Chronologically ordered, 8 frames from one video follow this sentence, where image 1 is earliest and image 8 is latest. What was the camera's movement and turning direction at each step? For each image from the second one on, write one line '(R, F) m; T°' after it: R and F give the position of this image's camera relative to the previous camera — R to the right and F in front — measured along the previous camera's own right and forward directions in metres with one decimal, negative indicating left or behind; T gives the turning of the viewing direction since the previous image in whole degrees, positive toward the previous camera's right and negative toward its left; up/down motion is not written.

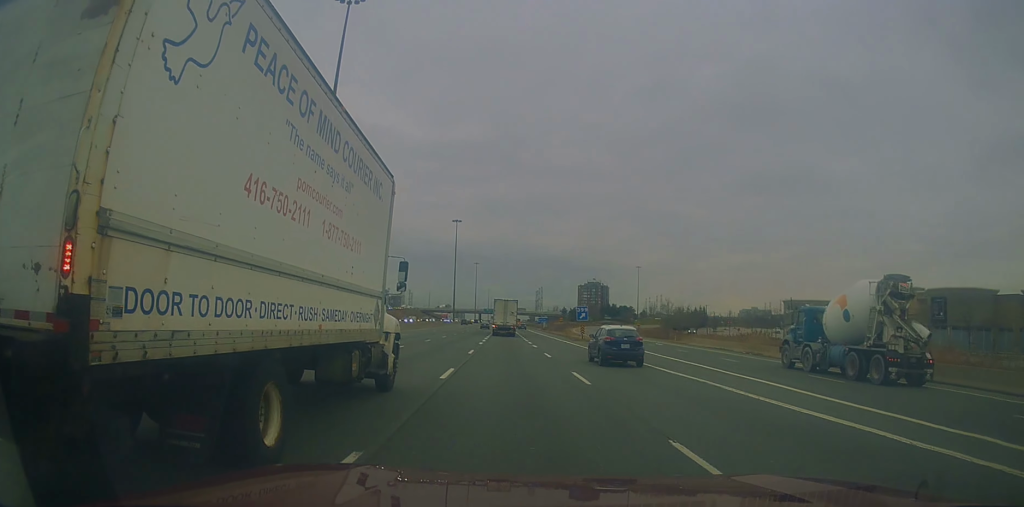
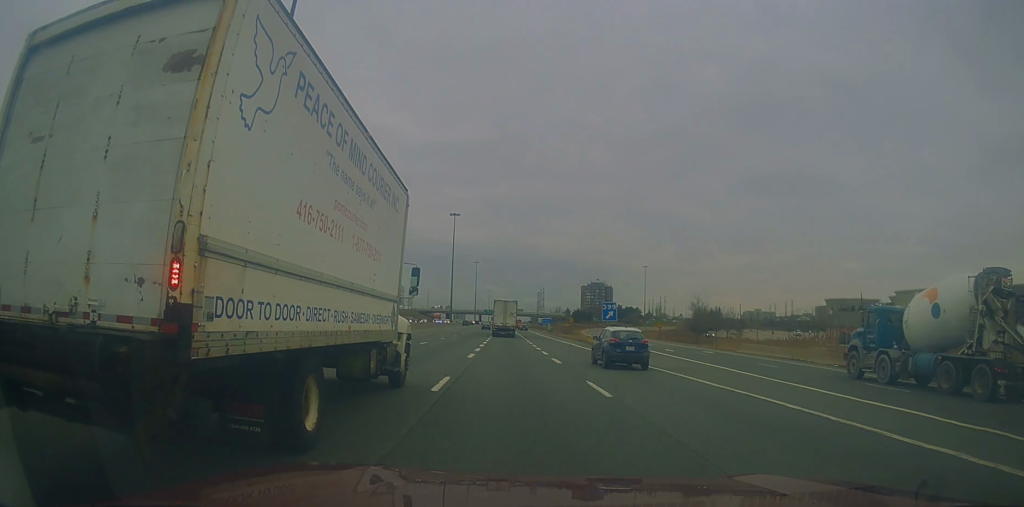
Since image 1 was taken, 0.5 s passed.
(0.0, +14.9) m; 0°
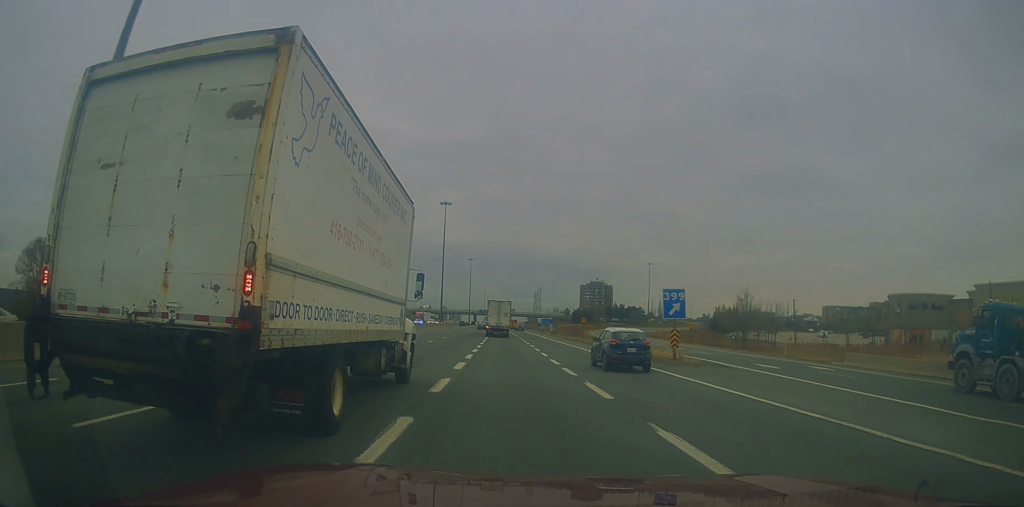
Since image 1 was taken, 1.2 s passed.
(0.0, +18.5) m; 0°
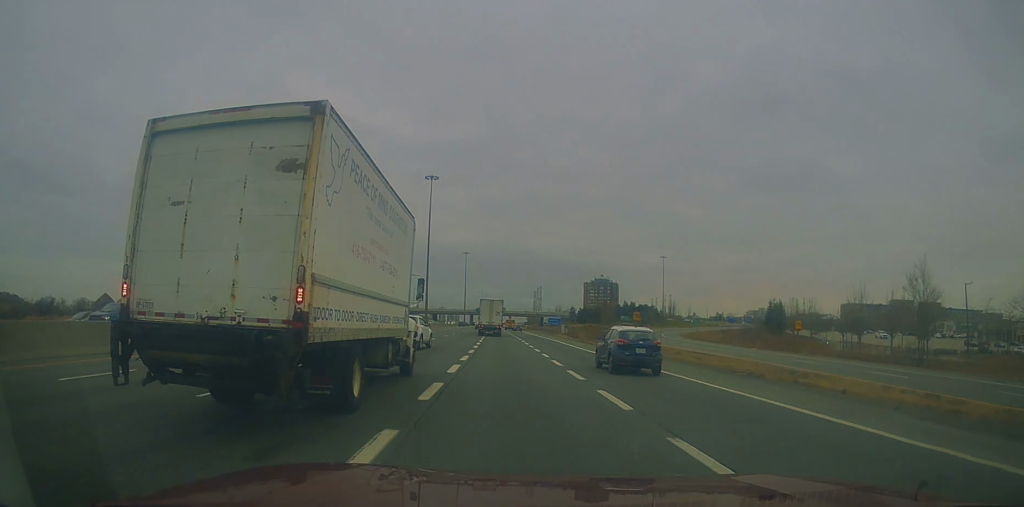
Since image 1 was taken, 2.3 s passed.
(+0.3, +31.5) m; +1°
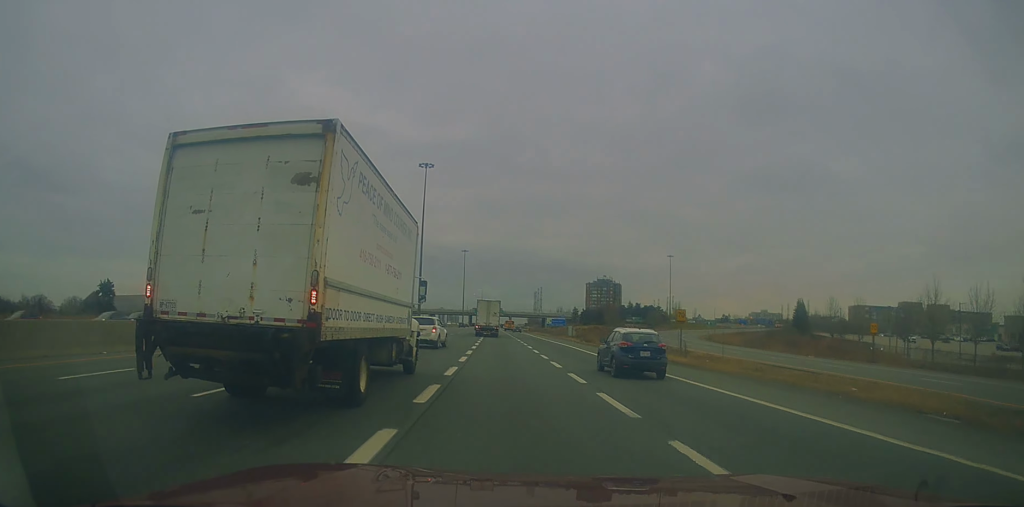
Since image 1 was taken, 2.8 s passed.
(0.0, +12.0) m; 0°
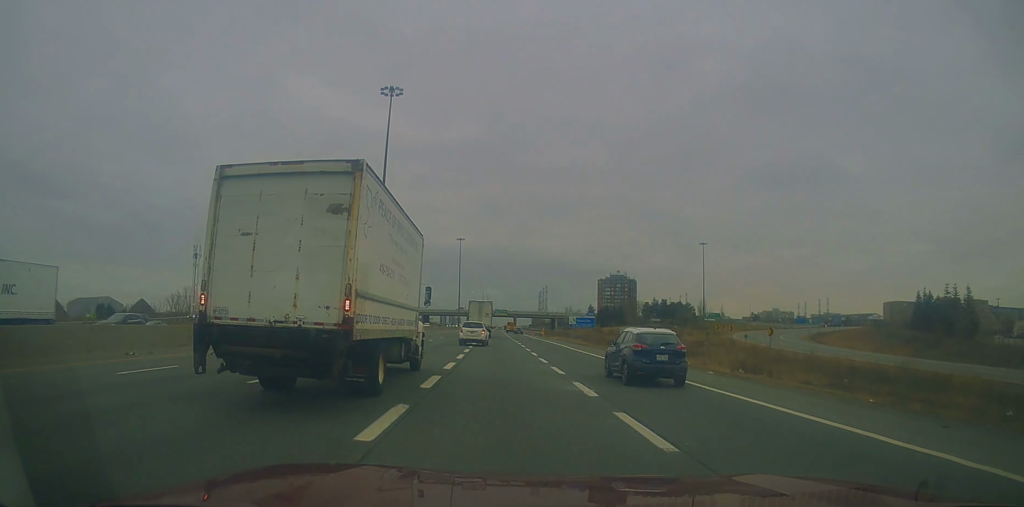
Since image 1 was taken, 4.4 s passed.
(-0.3, +44.7) m; -1°
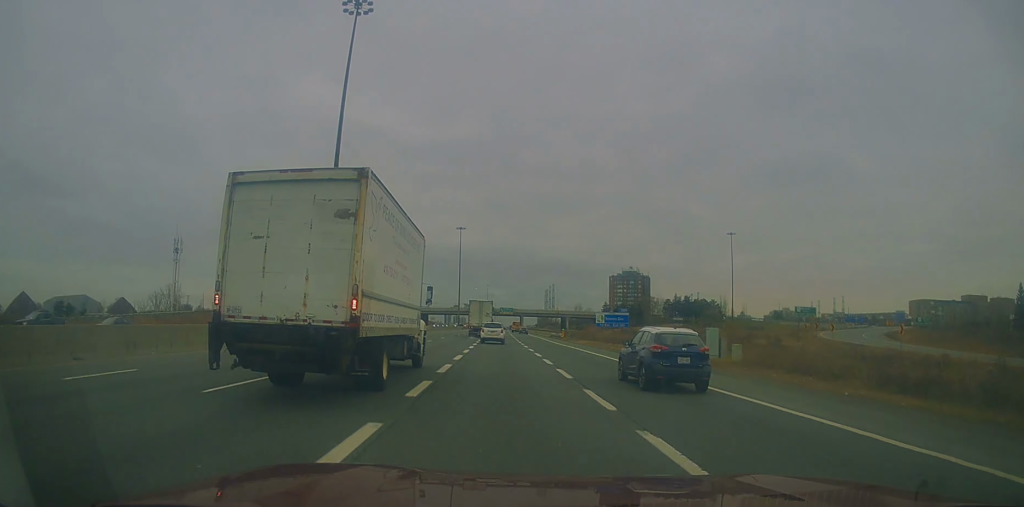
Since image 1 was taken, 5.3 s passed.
(-0.2, +26.1) m; 0°
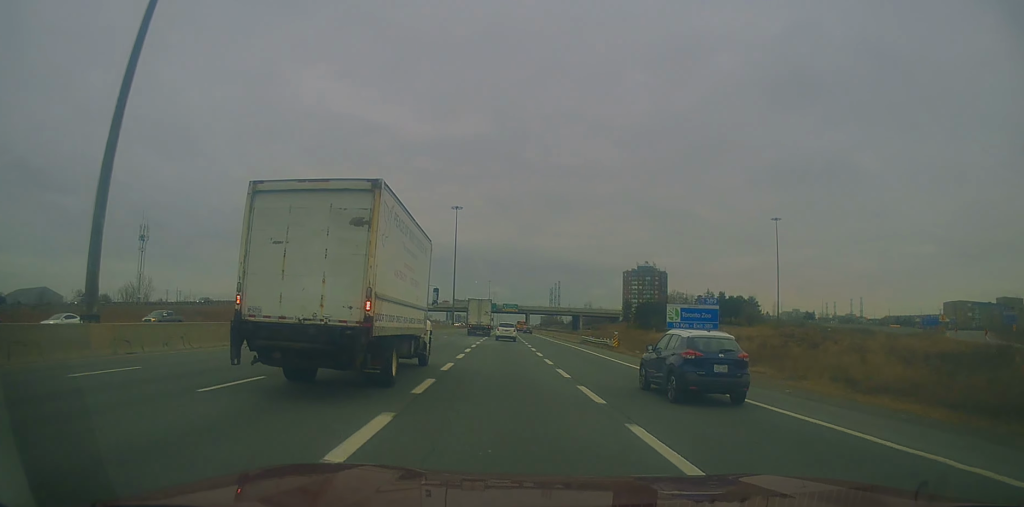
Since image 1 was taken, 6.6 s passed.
(0.0, +35.4) m; 0°
